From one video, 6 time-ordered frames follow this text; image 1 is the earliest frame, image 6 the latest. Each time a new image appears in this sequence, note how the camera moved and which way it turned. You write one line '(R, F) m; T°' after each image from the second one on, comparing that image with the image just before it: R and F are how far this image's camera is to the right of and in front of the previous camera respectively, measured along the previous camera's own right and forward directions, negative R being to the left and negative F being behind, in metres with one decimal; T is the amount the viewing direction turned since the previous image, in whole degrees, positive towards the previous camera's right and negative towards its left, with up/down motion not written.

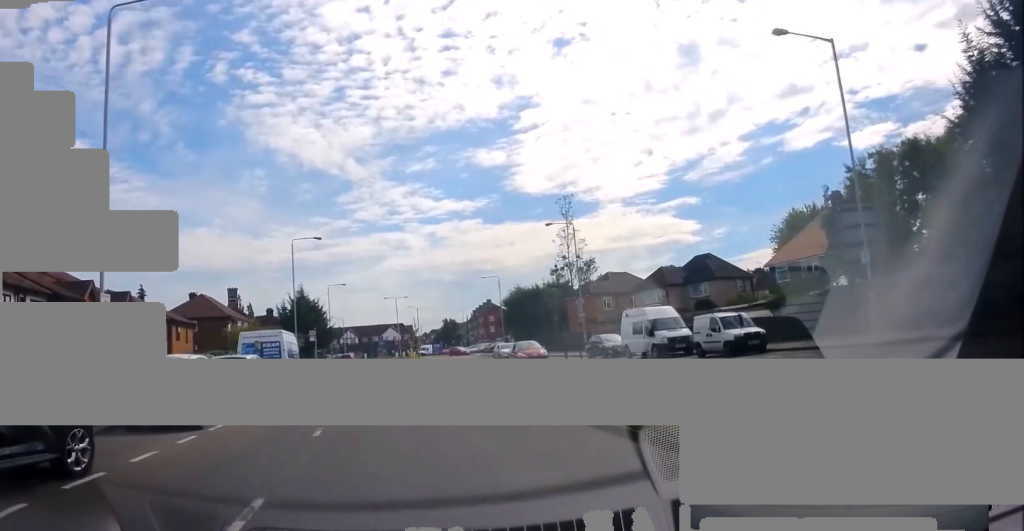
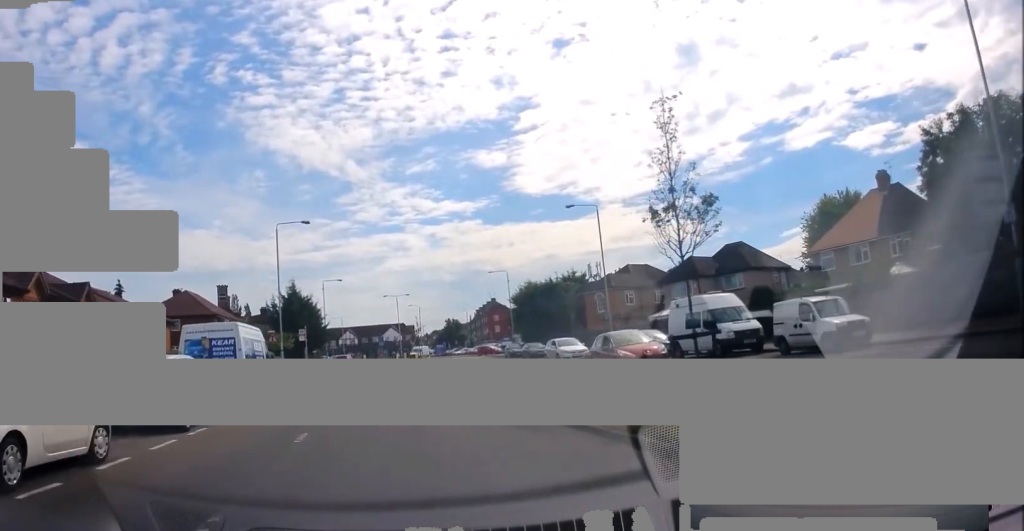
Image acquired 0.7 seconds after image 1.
(+0.3, +6.2) m; +2°
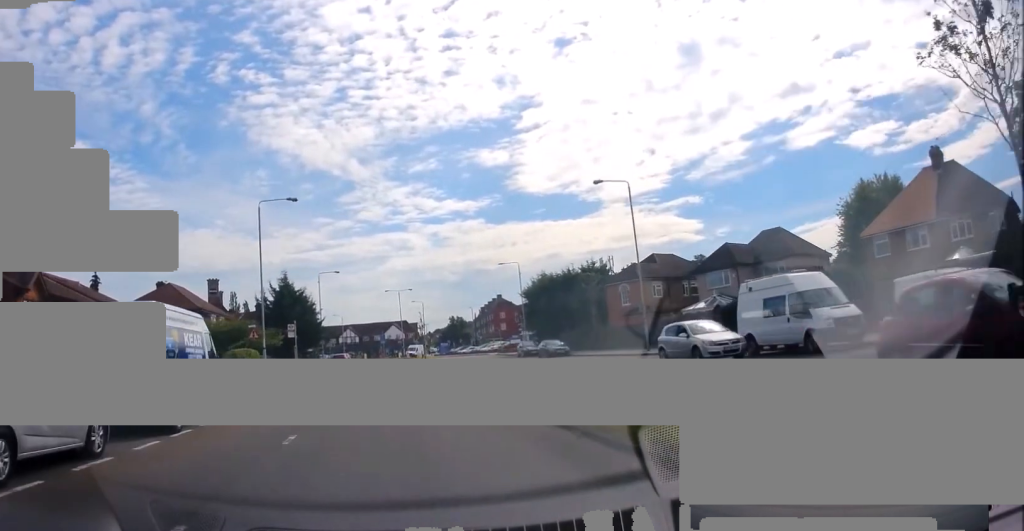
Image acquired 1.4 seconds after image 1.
(-0.2, +6.4) m; -1°
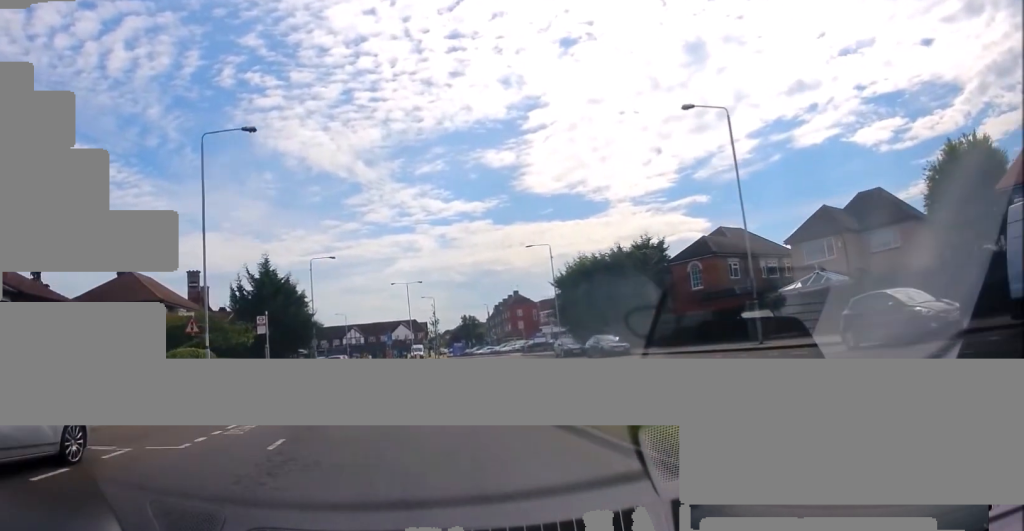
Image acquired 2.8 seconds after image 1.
(-0.2, +12.7) m; -2°
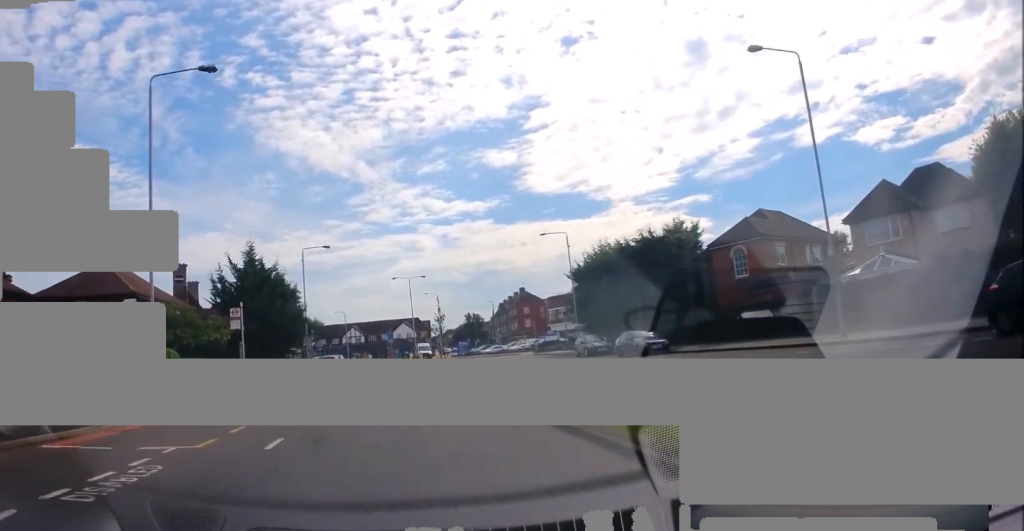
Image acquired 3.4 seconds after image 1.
(-0.1, +5.8) m; 0°
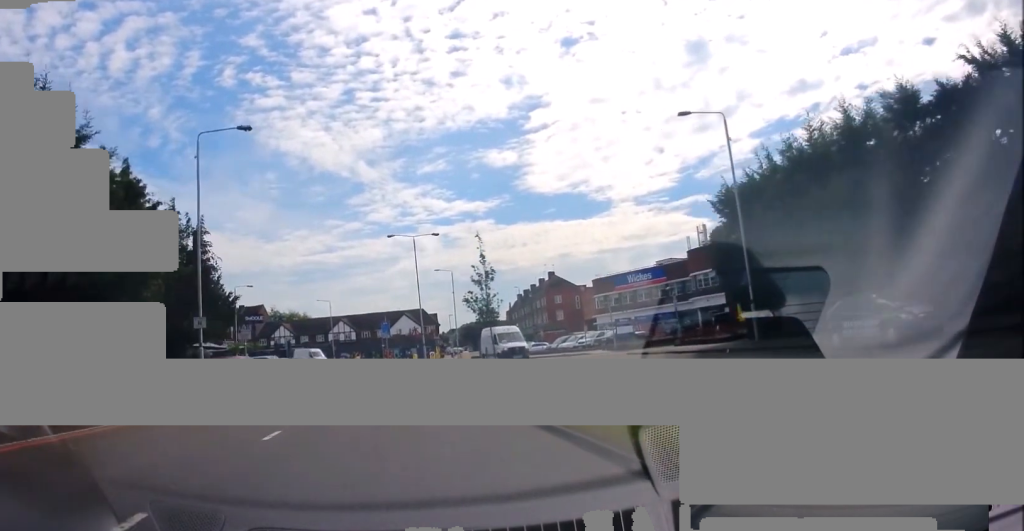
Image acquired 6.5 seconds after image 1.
(-0.3, +29.3) m; +1°
